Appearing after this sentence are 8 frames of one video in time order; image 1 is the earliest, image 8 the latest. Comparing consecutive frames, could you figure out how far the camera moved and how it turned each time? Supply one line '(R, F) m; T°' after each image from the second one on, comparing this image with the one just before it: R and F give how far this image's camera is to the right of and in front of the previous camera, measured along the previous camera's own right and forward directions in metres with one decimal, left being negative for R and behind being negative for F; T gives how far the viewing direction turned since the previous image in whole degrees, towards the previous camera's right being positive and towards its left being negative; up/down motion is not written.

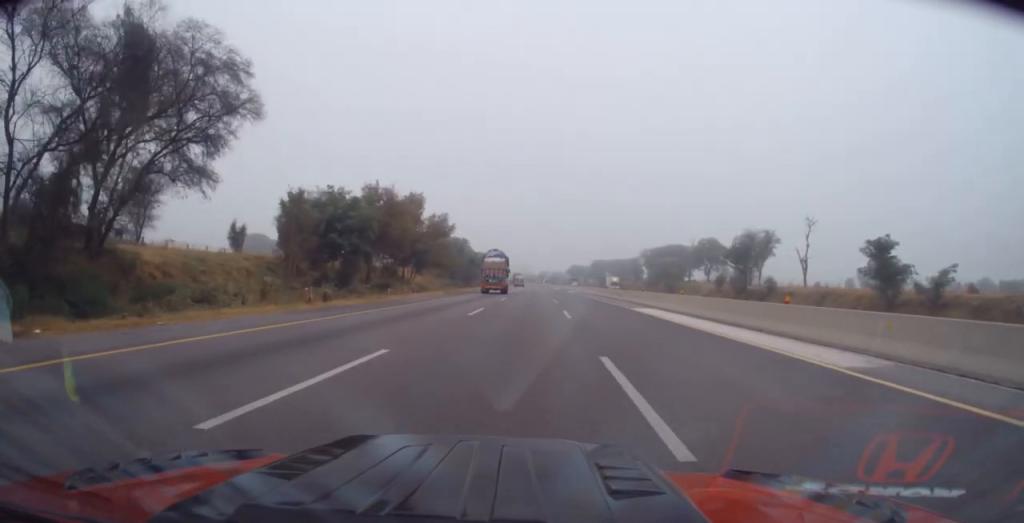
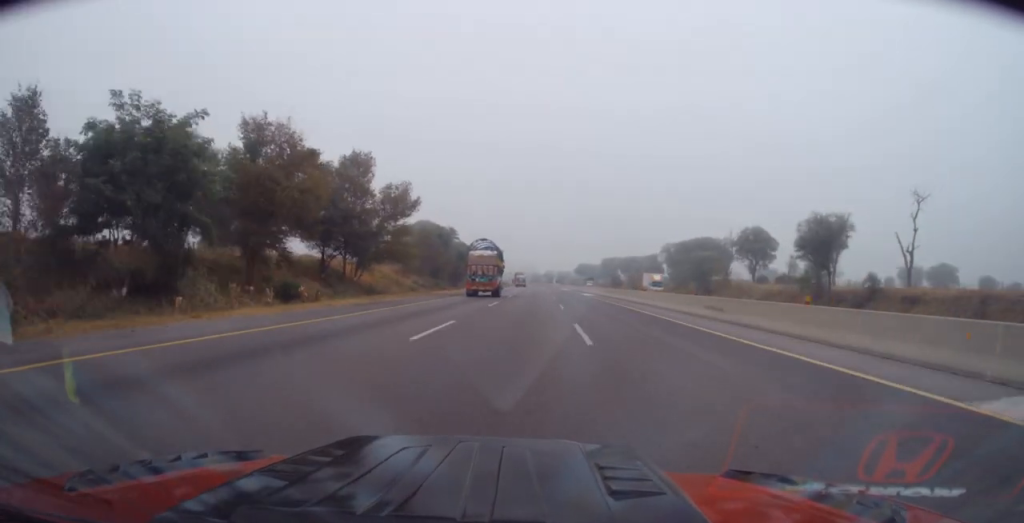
(-0.2, +27.7) m; 0°
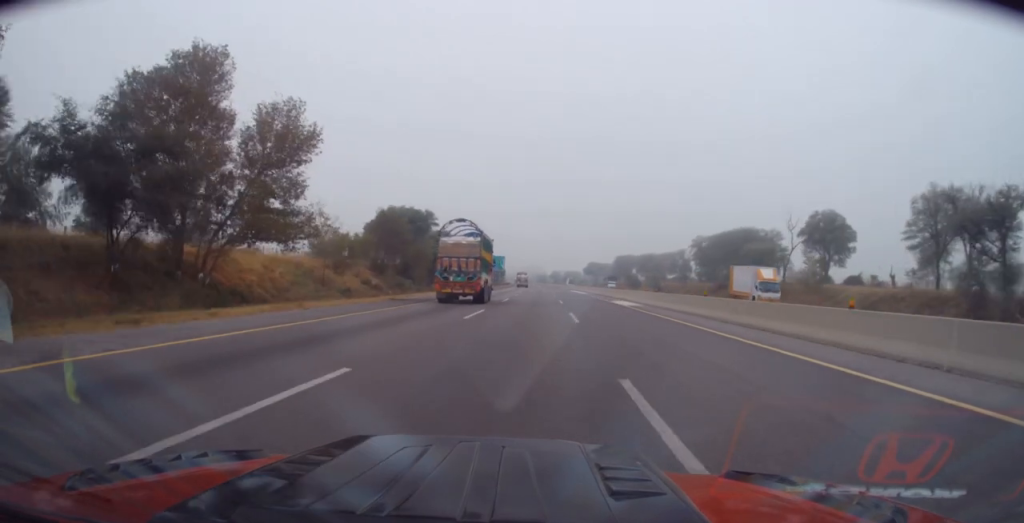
(+0.4, +28.7) m; 0°
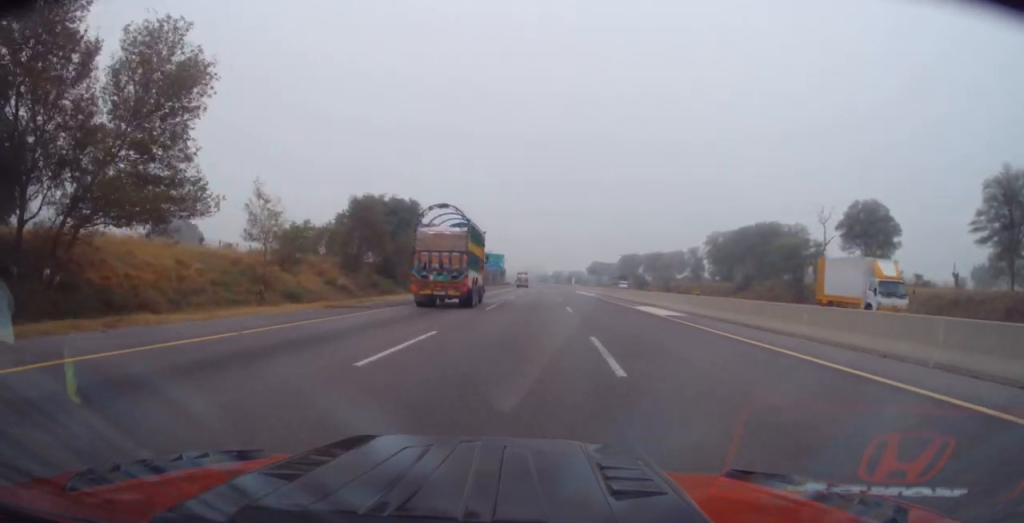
(-0.1, +11.7) m; 0°
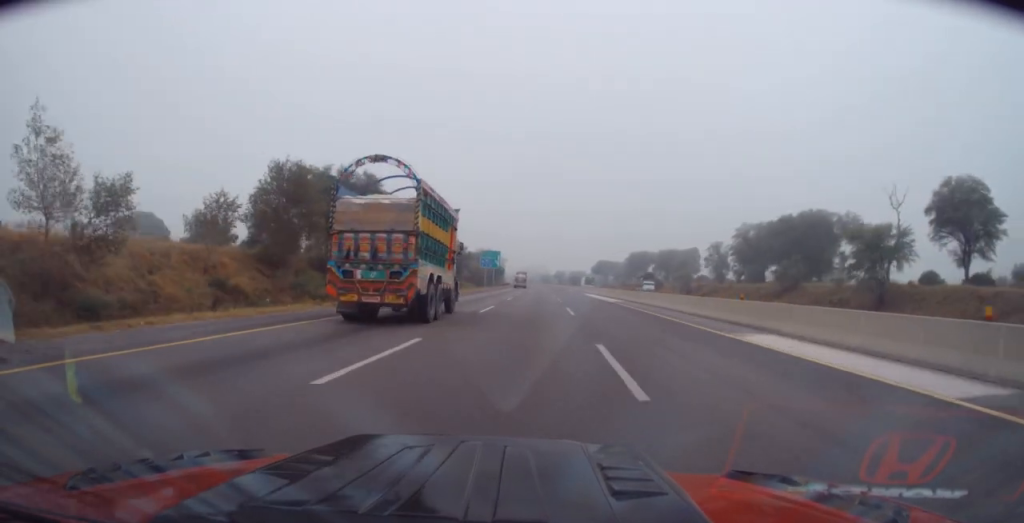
(-0.2, +19.7) m; -1°
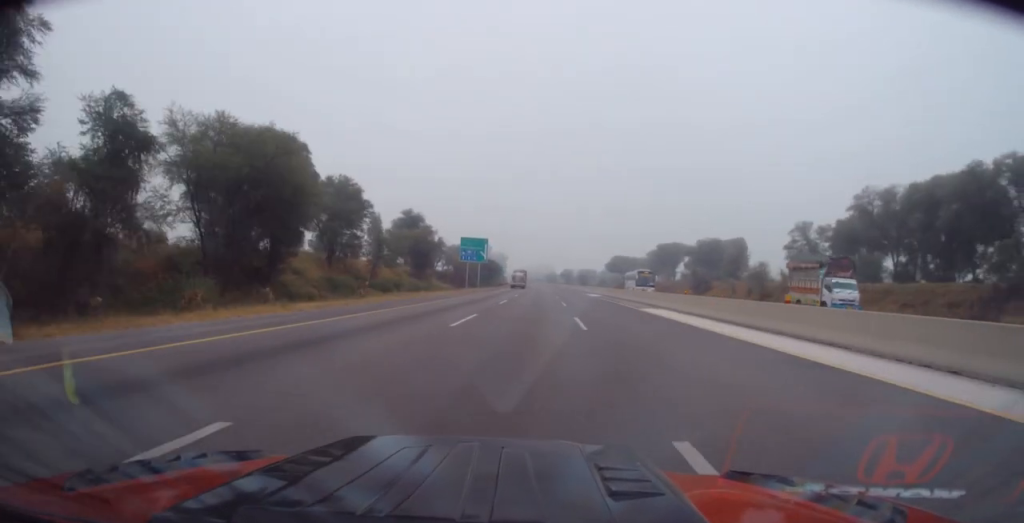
(0.0, +43.5) m; 0°
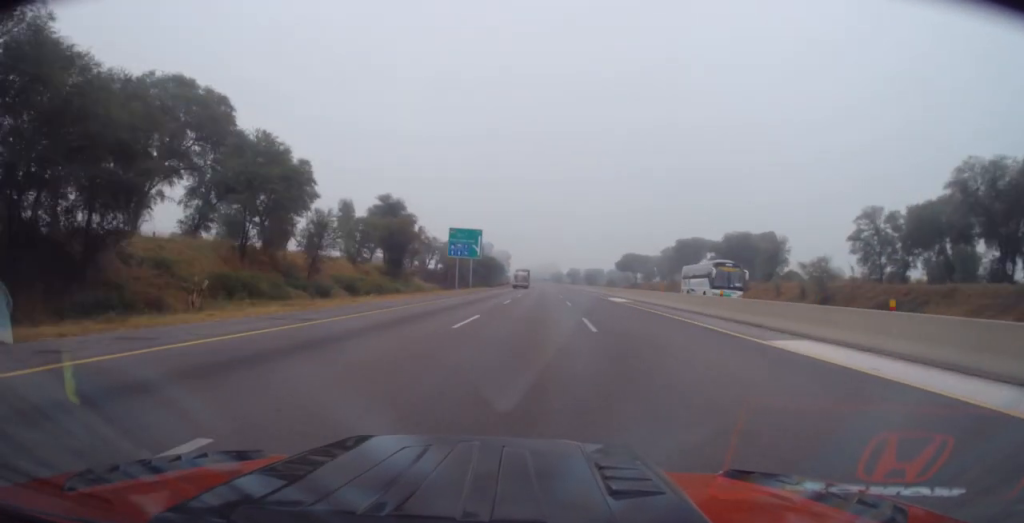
(-0.1, +18.8) m; -1°
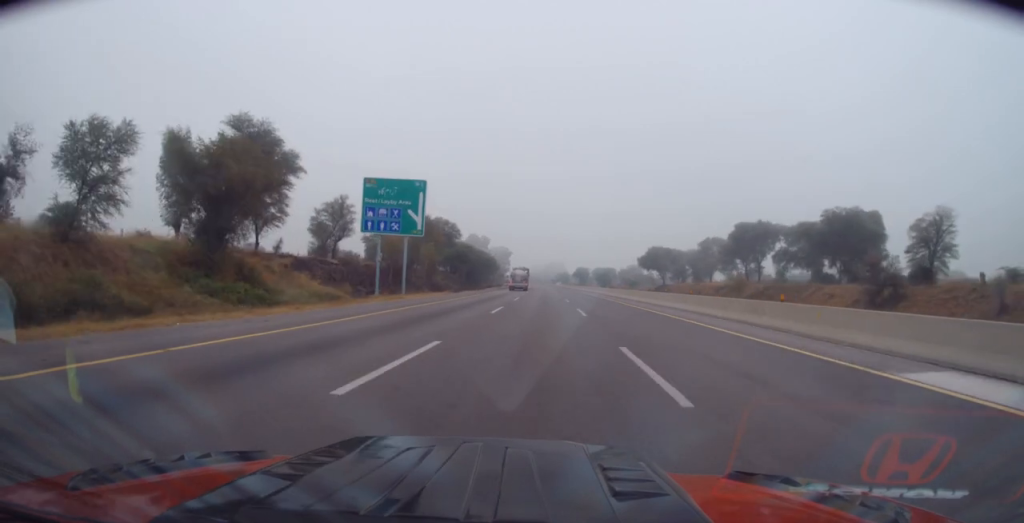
(-0.6, +45.6) m; 0°
